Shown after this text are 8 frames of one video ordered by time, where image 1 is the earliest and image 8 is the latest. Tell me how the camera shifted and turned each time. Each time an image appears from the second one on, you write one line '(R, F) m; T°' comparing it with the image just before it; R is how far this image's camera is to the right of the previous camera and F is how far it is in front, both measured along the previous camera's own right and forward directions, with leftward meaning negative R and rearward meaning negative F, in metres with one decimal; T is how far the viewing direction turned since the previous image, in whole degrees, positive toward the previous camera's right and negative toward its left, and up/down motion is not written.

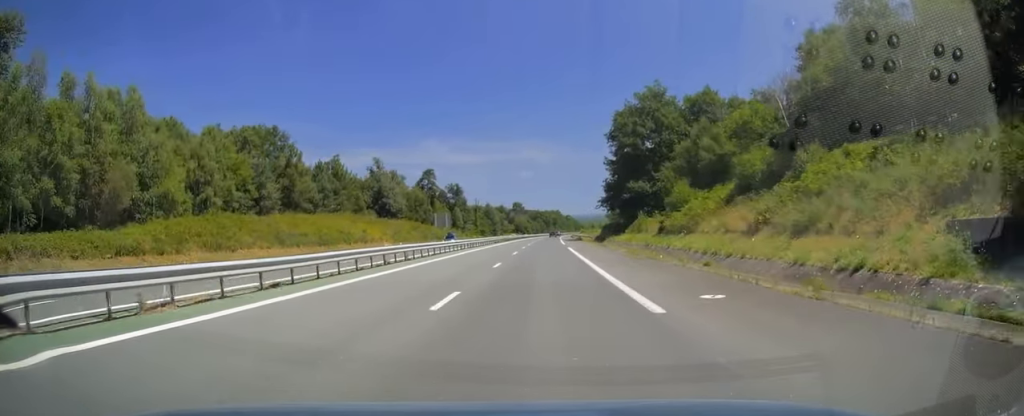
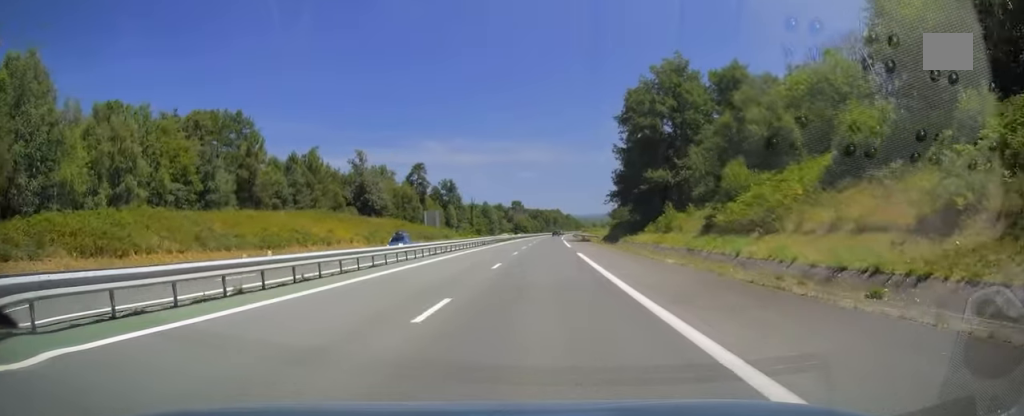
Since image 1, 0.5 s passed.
(0.0, +13.9) m; 0°
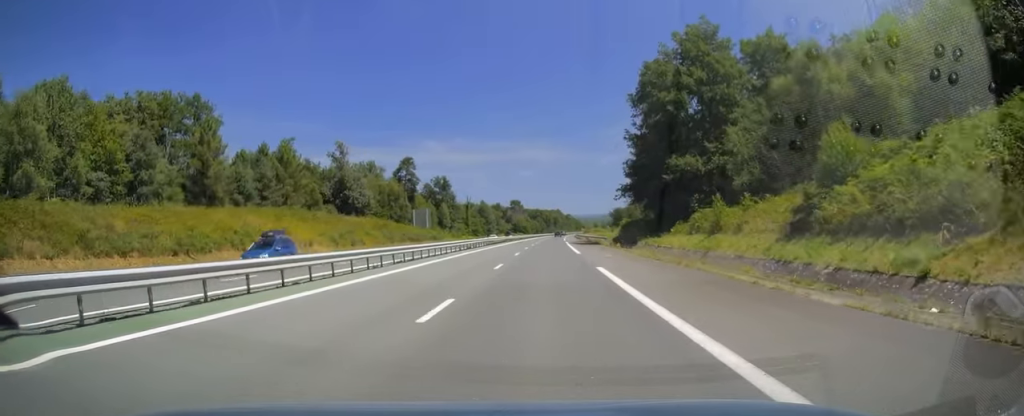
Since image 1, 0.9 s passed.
(0.0, +12.8) m; 0°
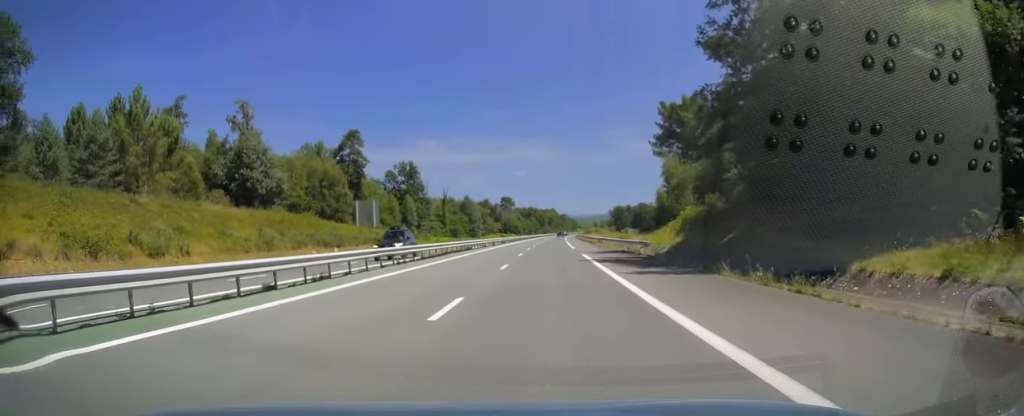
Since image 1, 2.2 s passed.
(-0.1, +38.6) m; 0°
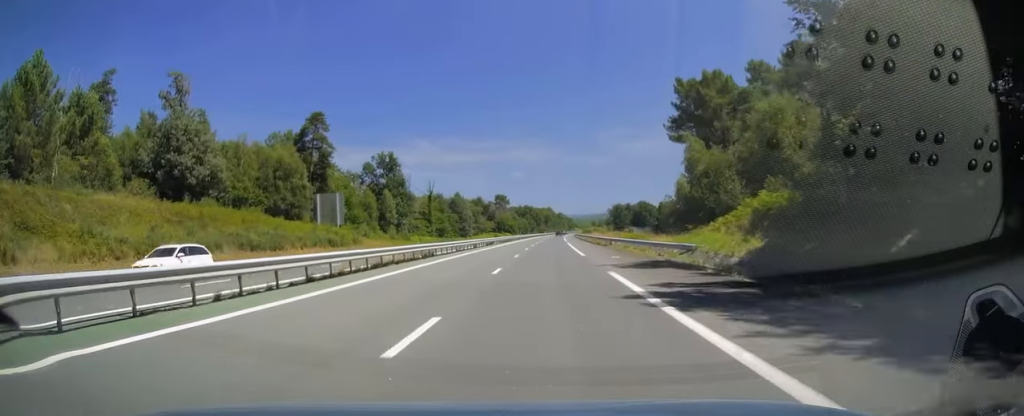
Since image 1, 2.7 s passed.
(-0.1, +16.0) m; 0°
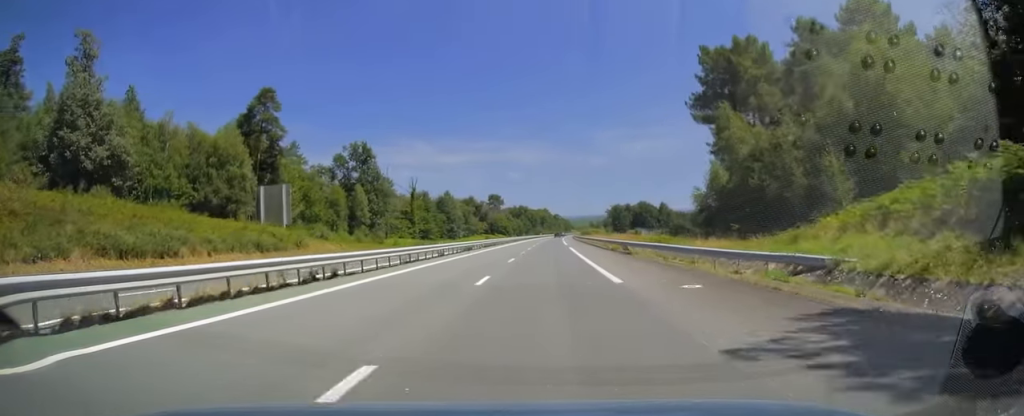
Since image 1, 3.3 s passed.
(0.0, +16.5) m; 0°
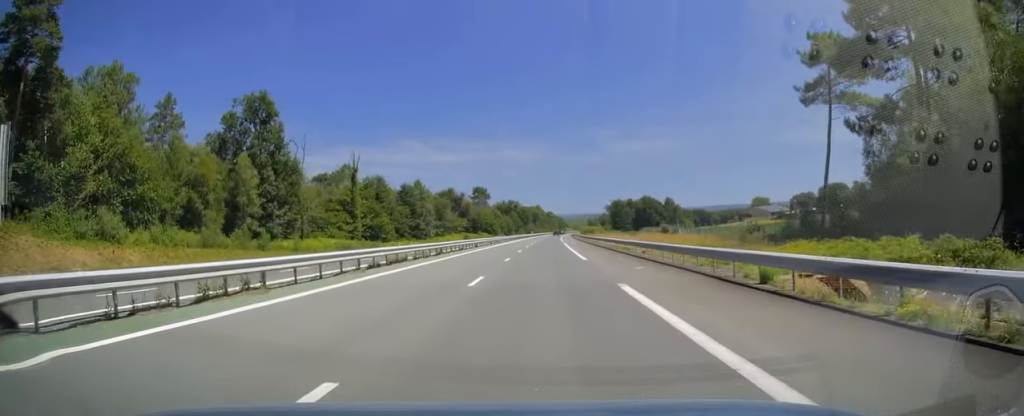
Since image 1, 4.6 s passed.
(+0.6, +39.7) m; +1°
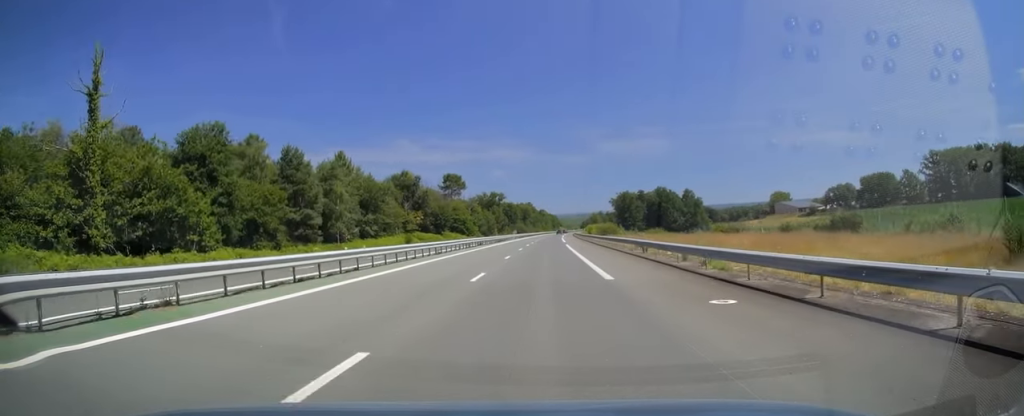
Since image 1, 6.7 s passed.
(+0.2, +63.7) m; 0°
